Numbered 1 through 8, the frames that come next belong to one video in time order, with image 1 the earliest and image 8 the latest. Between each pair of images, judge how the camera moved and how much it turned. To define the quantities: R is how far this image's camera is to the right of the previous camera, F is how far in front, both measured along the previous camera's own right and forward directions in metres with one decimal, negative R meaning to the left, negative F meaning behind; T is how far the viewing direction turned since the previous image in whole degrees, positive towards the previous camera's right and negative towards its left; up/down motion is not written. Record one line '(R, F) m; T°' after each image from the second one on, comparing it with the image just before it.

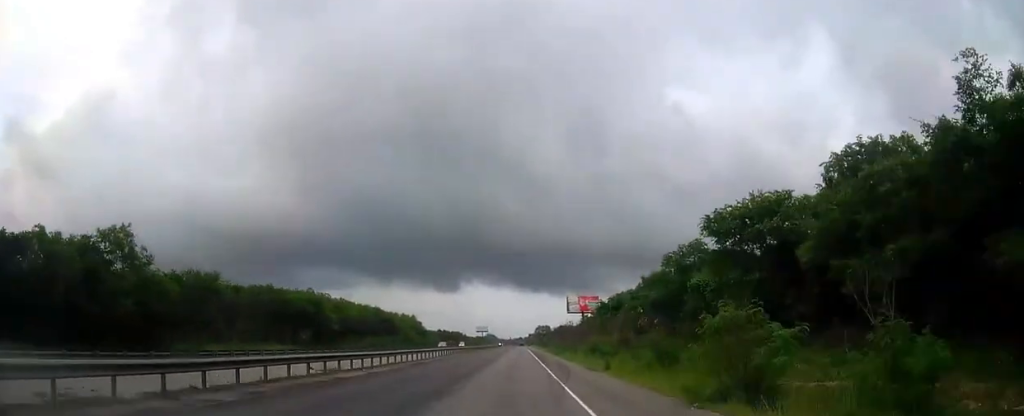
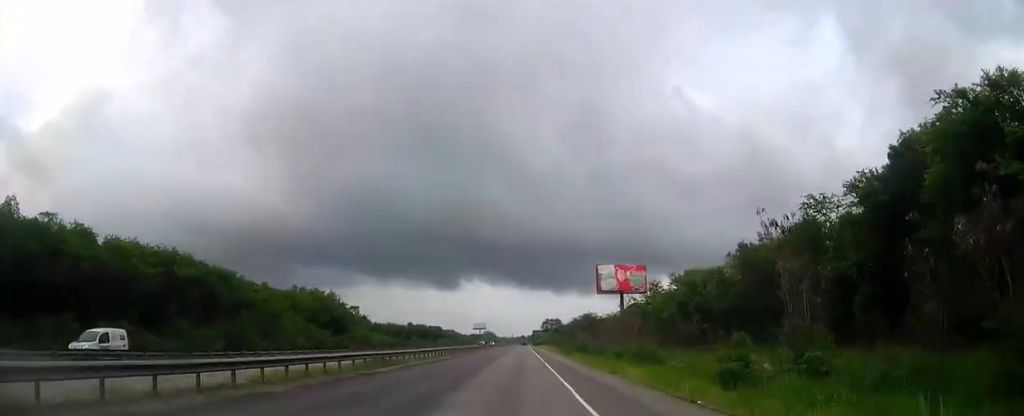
(-0.3, +89.7) m; 0°
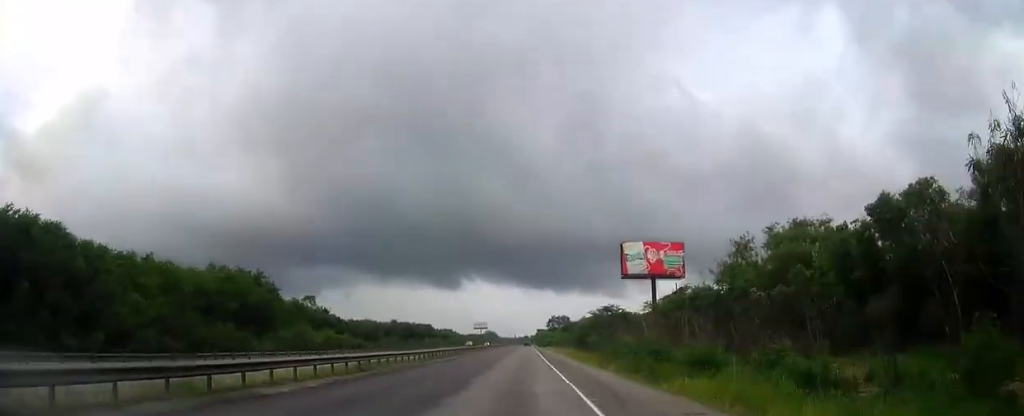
(0.0, +33.8) m; 0°
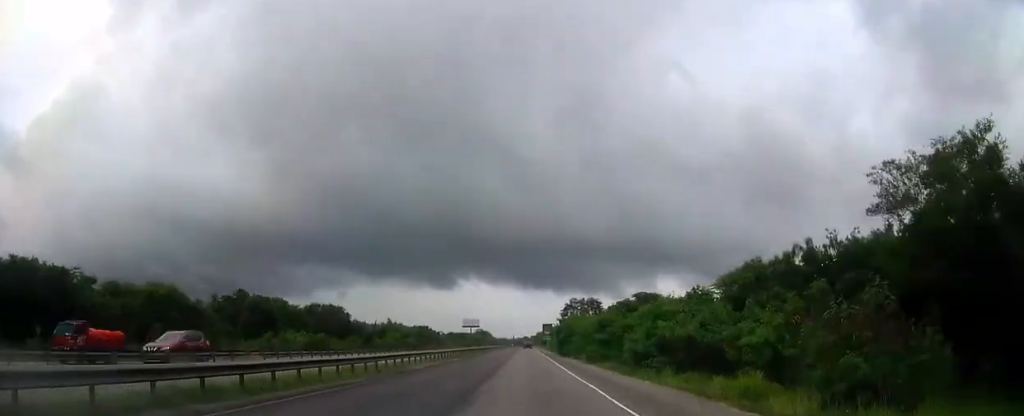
(-0.5, +110.0) m; 0°
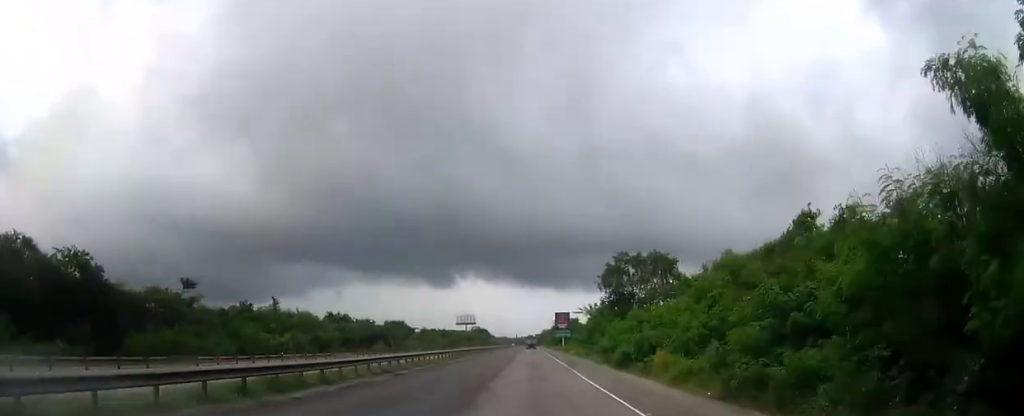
(0.0, +76.5) m; 0°
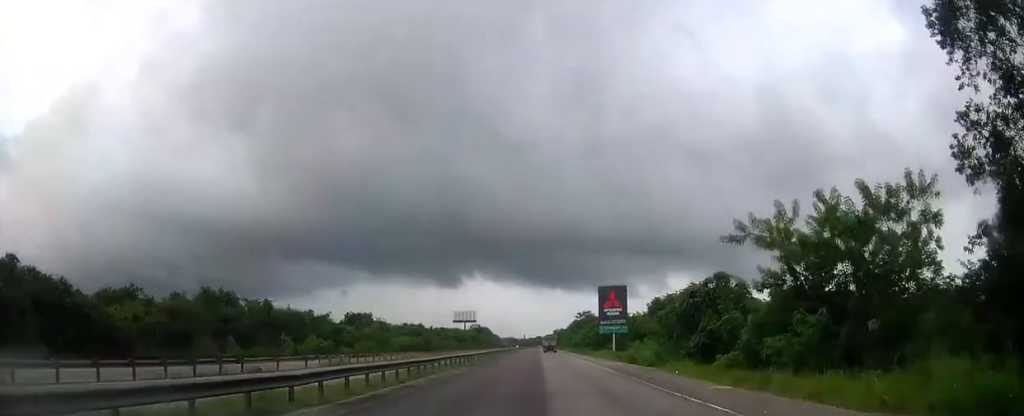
(-0.3, +69.5) m; 0°
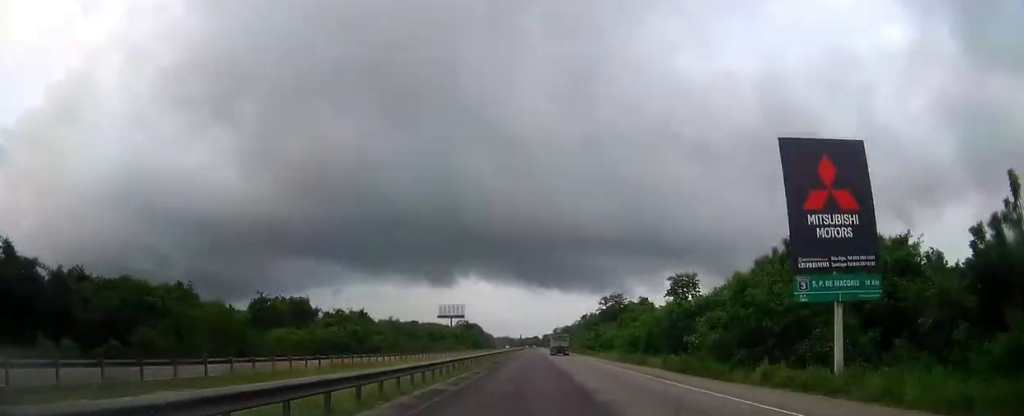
(0.0, +56.9) m; 0°
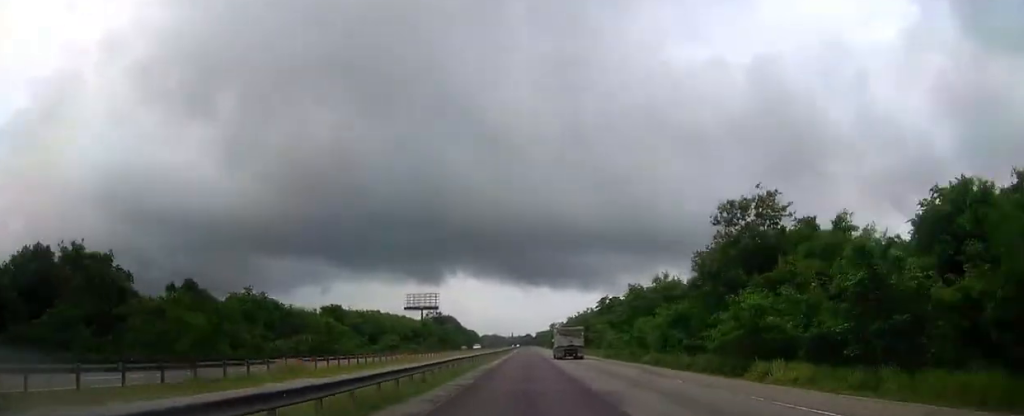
(+0.3, +71.6) m; 0°
